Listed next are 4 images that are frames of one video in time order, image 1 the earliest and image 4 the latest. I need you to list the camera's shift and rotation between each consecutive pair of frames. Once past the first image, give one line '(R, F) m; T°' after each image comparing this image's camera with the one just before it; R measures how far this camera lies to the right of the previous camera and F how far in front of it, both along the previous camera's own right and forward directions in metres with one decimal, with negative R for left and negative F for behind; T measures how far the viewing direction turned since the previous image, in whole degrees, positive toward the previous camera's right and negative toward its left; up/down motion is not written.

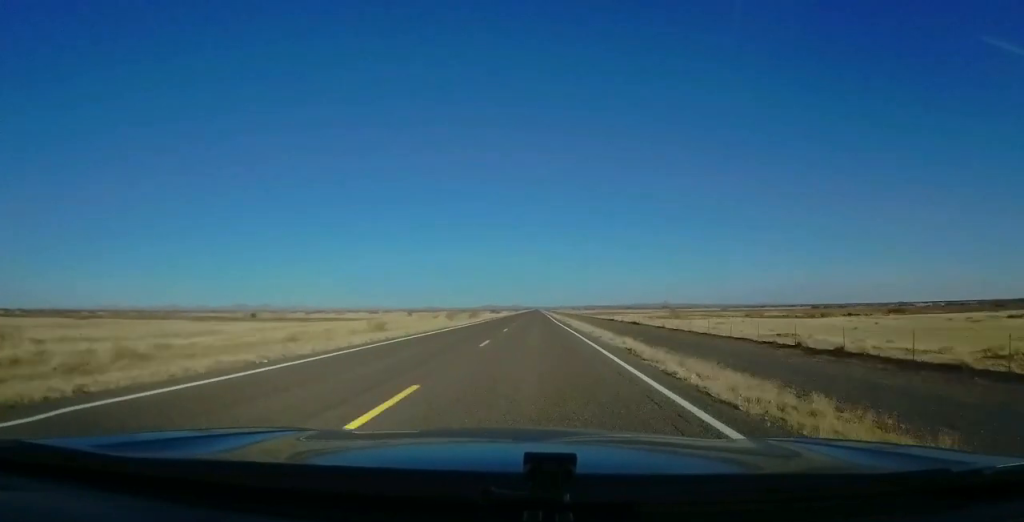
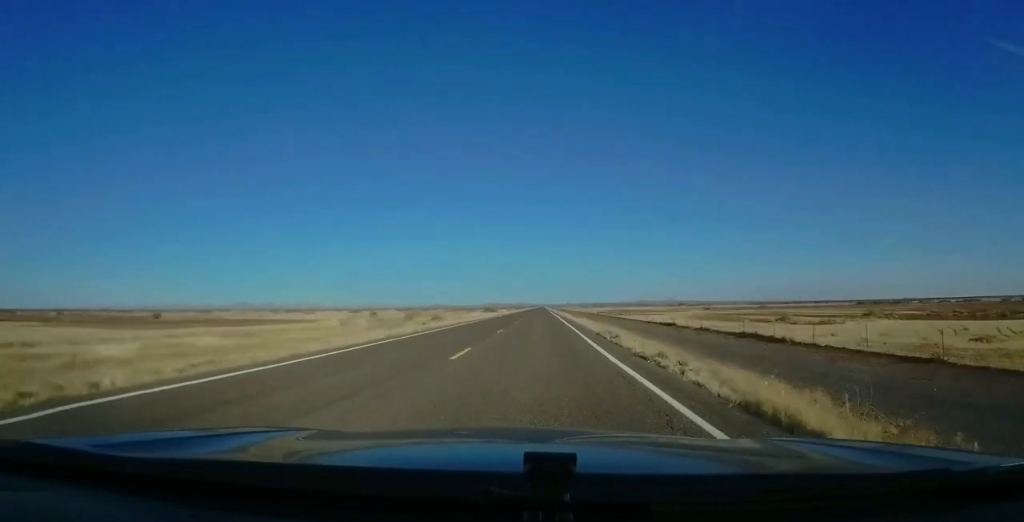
(+0.5, +41.5) m; 0°
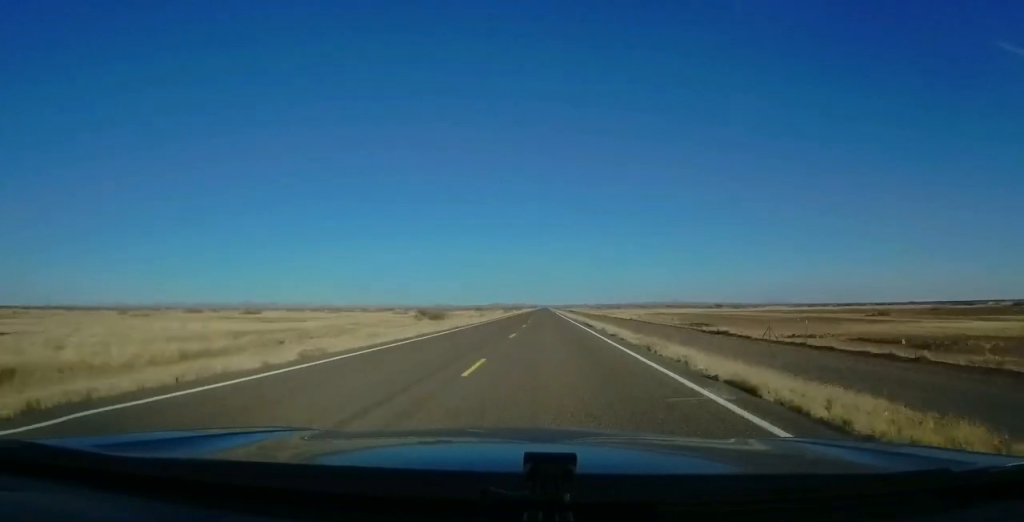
(-2.0, +101.6) m; -1°
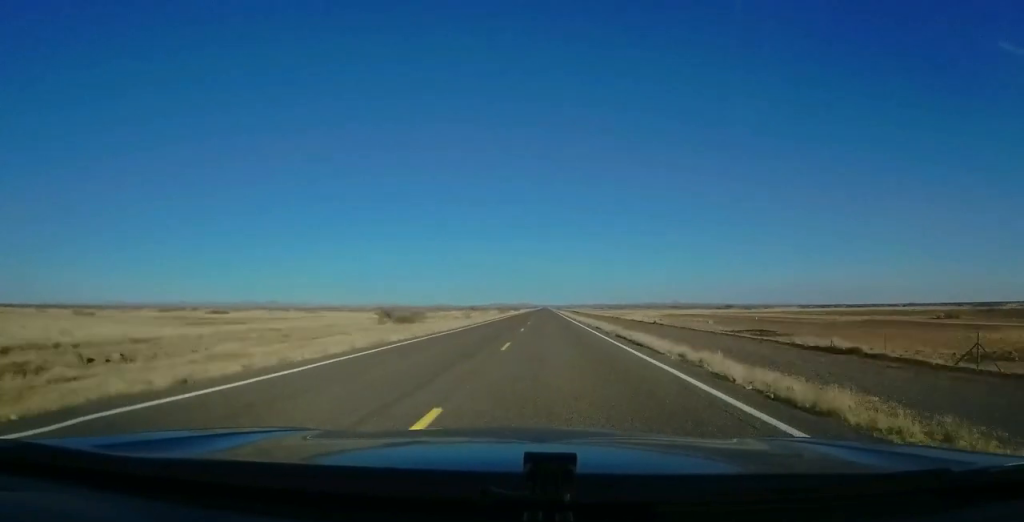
(0.0, +18.5) m; 0°
